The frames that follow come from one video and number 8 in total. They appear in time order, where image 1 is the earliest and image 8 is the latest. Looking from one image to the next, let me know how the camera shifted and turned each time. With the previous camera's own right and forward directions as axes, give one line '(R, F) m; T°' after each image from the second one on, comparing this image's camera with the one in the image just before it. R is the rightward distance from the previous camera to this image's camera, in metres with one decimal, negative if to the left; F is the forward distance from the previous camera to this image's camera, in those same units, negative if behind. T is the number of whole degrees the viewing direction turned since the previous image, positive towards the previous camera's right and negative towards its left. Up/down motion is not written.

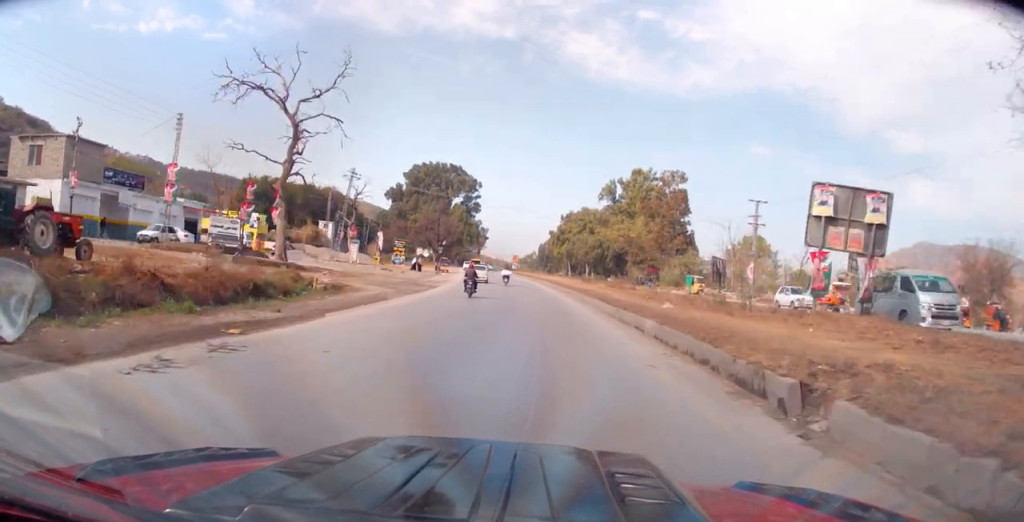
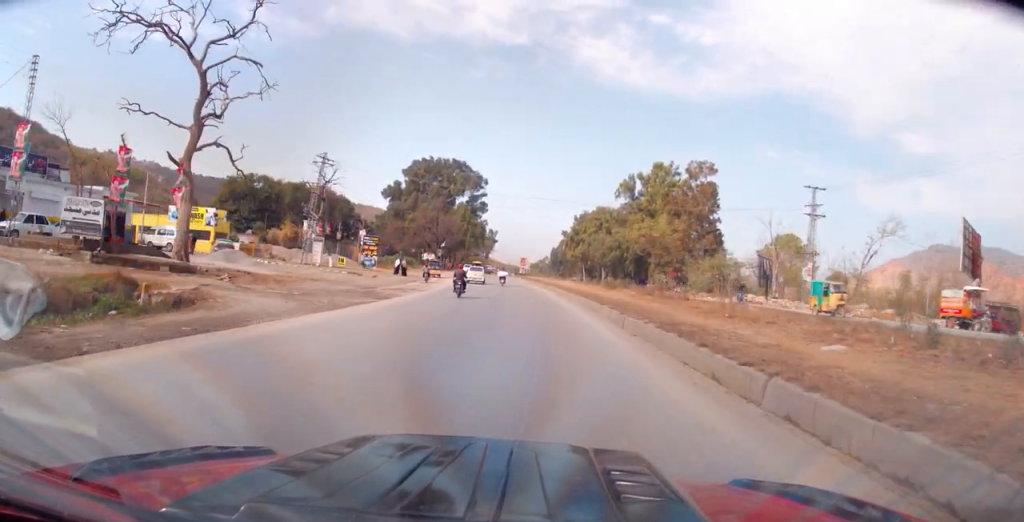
(+0.1, +13.6) m; -1°
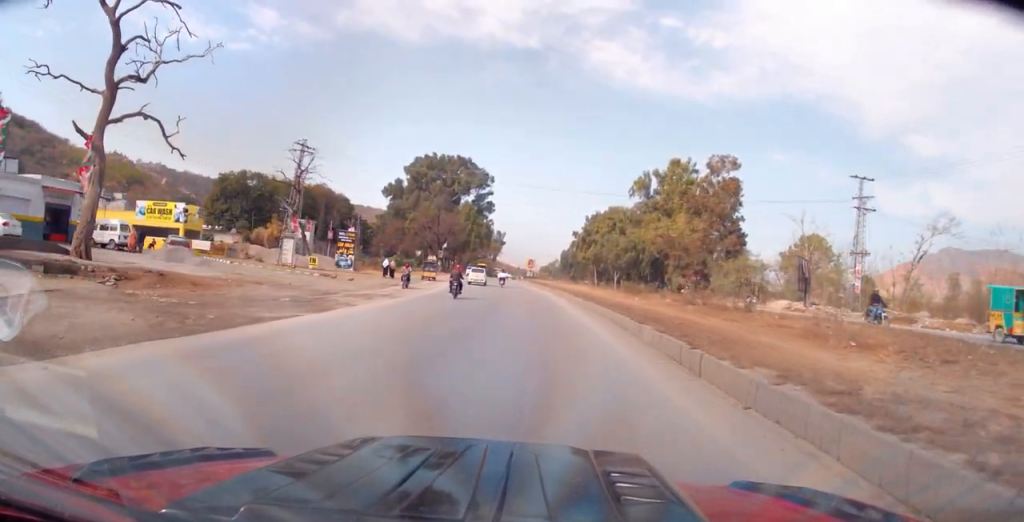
(-0.1, +7.8) m; -1°
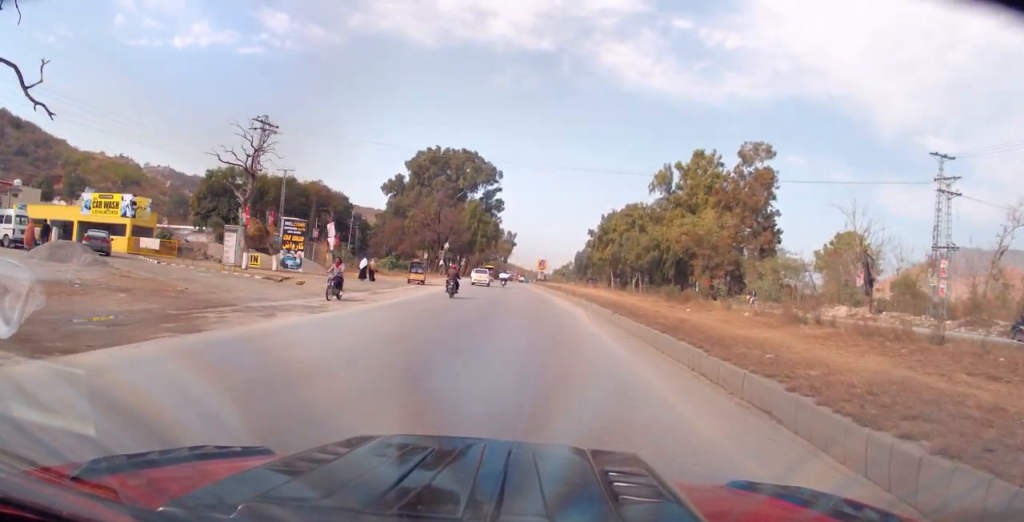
(-0.1, +10.5) m; -1°
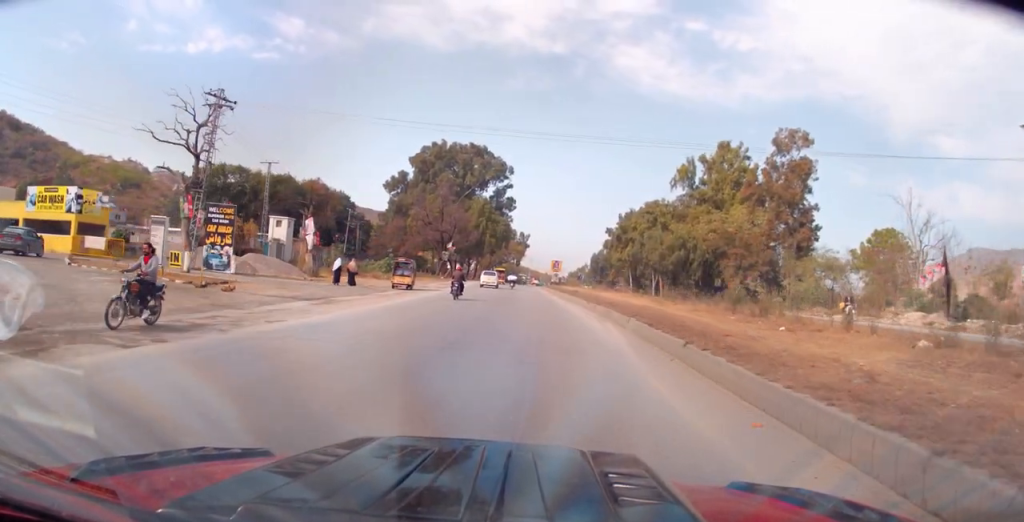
(+0.1, +8.8) m; -2°
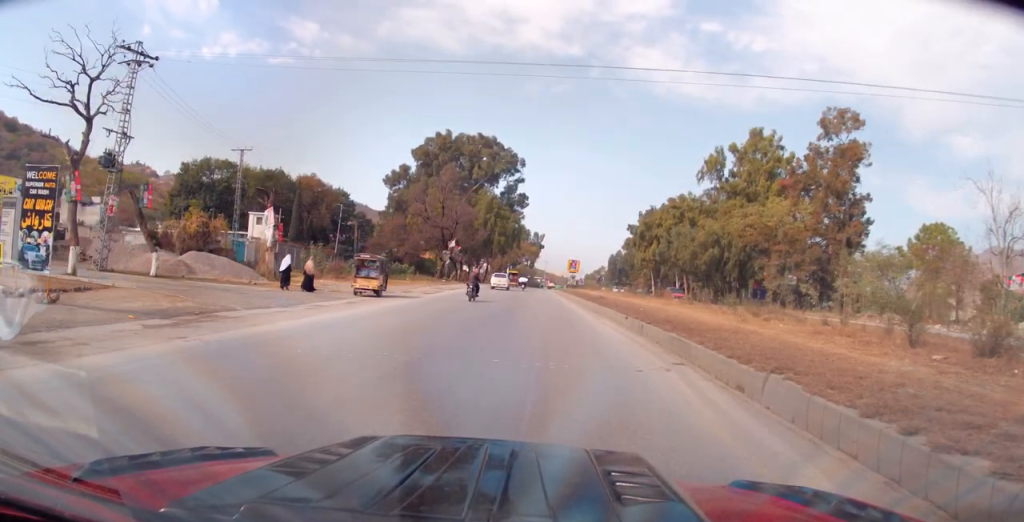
(-0.4, +10.2) m; -2°
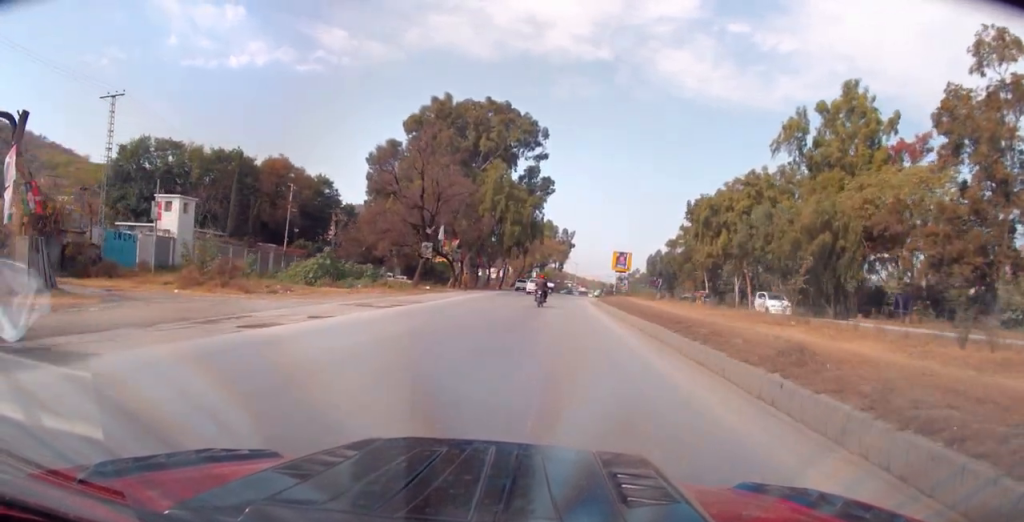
(-1.4, +24.7) m; -4°
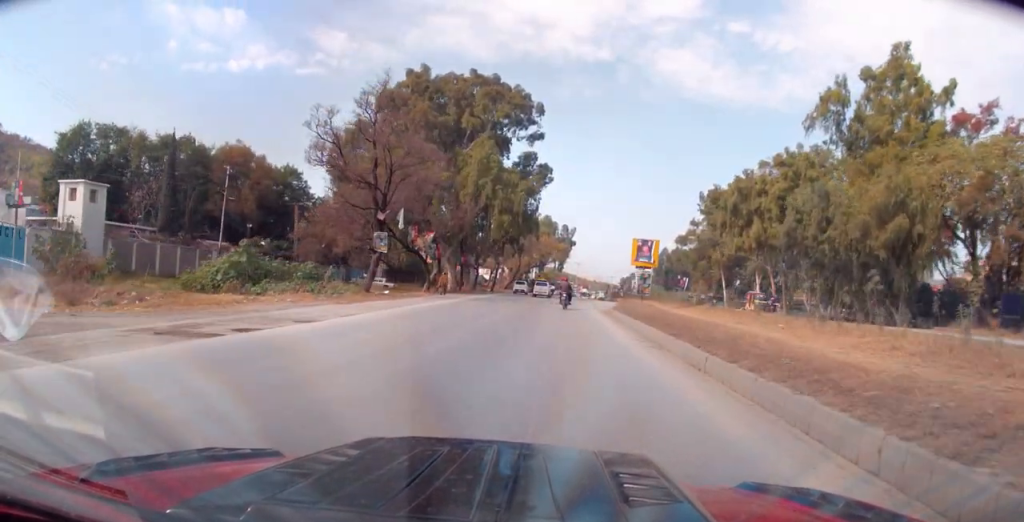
(+0.5, +12.0) m; +2°
